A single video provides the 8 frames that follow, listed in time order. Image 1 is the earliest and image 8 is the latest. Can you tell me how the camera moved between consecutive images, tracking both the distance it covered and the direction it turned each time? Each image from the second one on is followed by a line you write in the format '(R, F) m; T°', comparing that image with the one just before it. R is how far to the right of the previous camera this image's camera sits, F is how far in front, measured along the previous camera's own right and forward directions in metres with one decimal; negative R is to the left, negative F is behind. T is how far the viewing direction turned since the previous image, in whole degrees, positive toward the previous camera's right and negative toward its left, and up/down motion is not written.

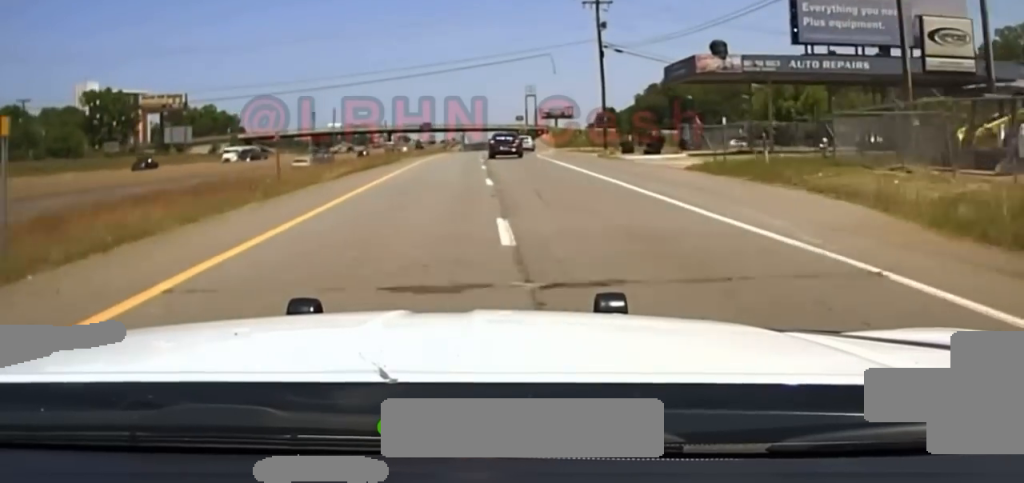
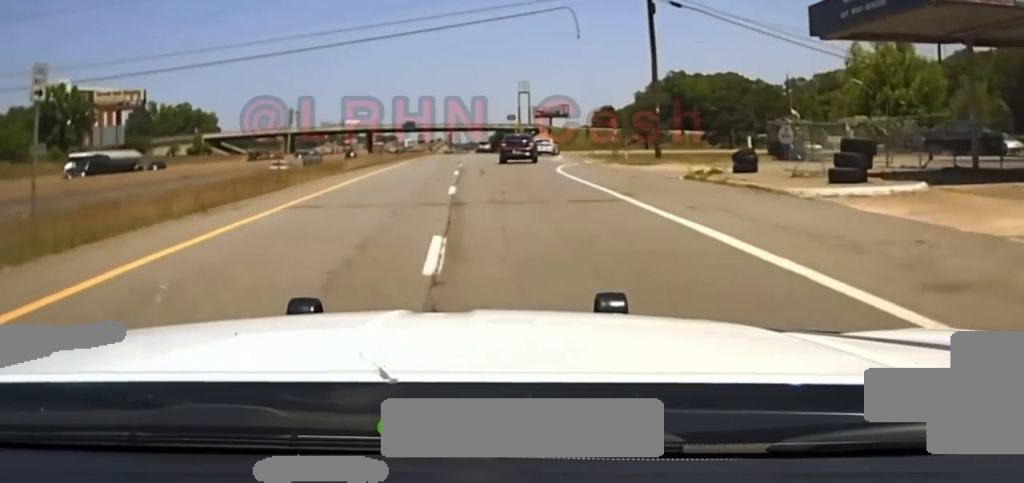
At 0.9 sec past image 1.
(0.0, +27.8) m; 0°
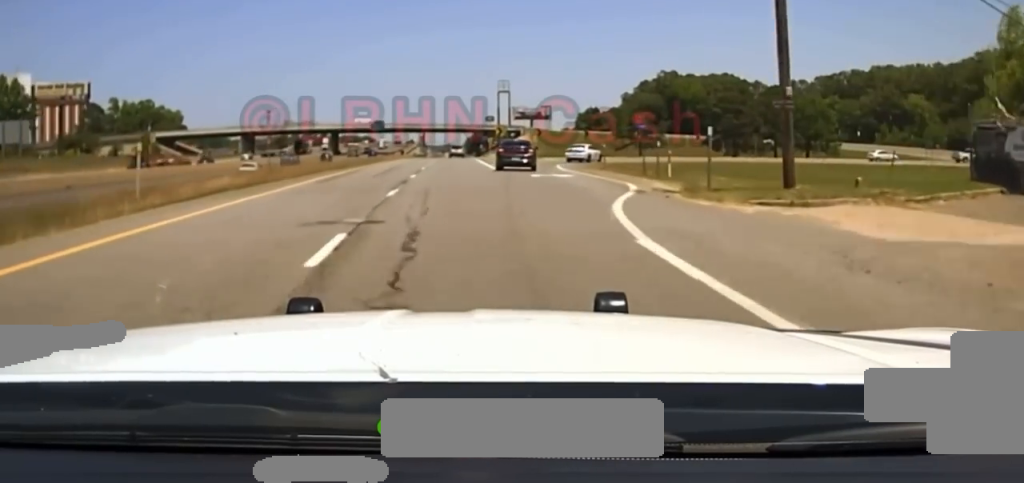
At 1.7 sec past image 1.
(+0.1, +24.5) m; +1°
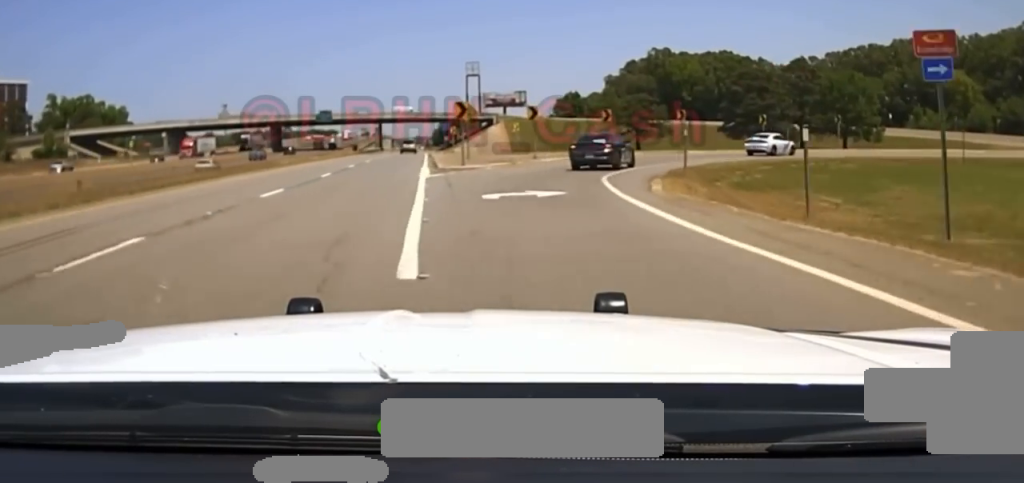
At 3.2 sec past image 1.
(+0.3, +36.3) m; +2°
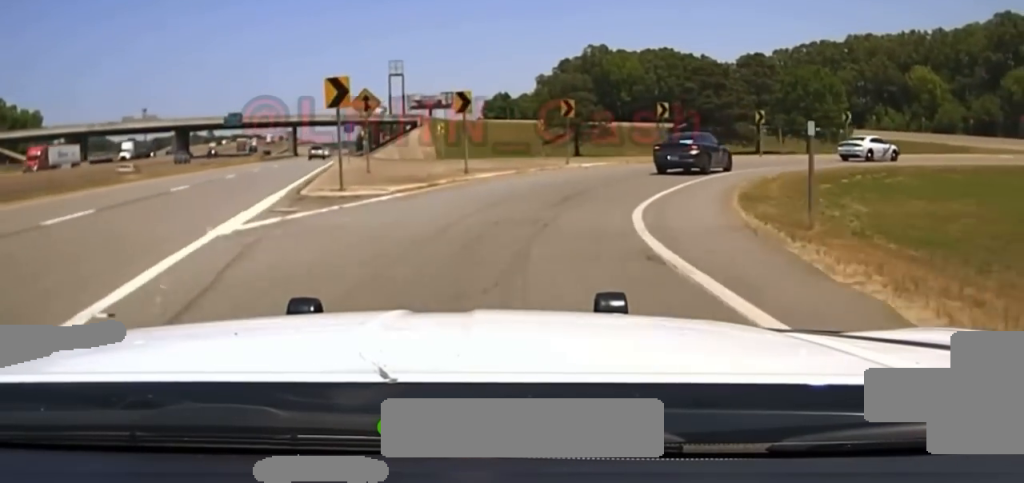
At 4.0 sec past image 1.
(+0.4, +18.2) m; +5°
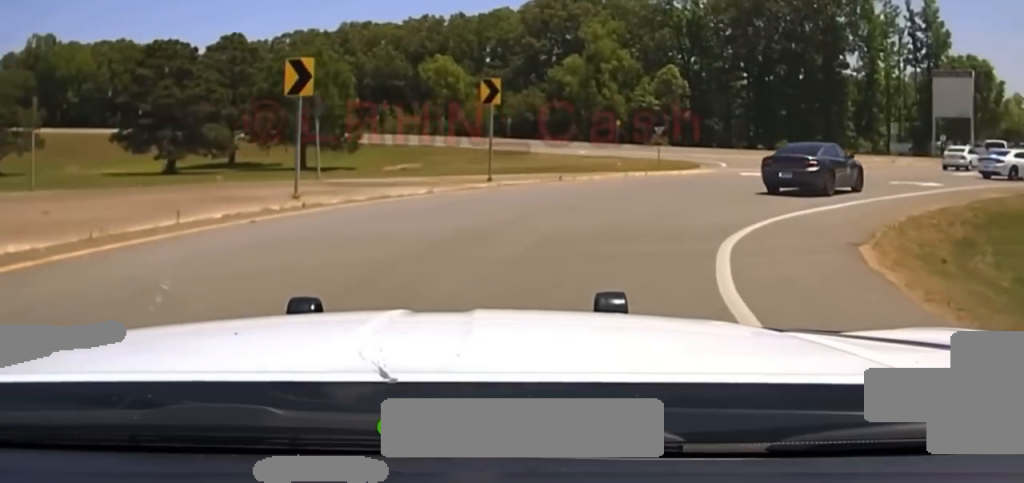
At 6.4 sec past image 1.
(+9.9, +44.2) m; +32°
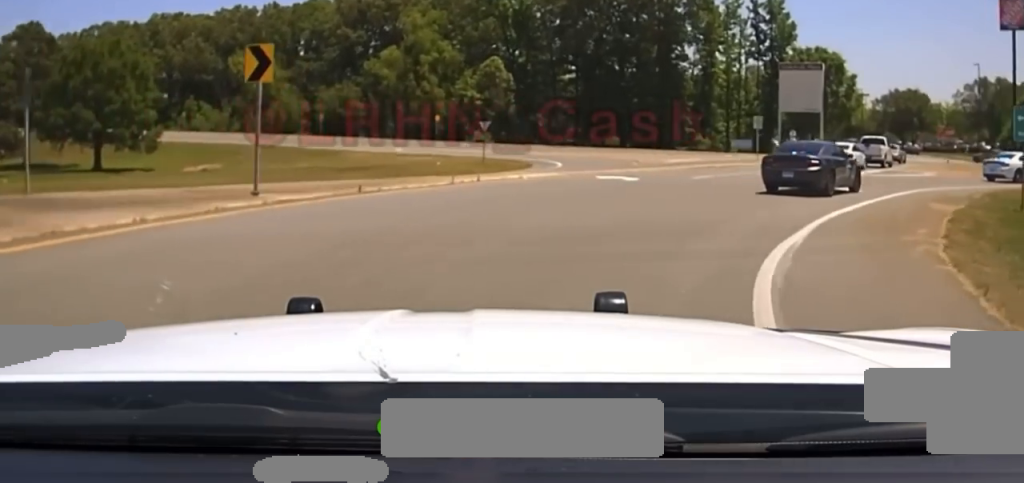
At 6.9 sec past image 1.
(+1.0, +6.9) m; +11°
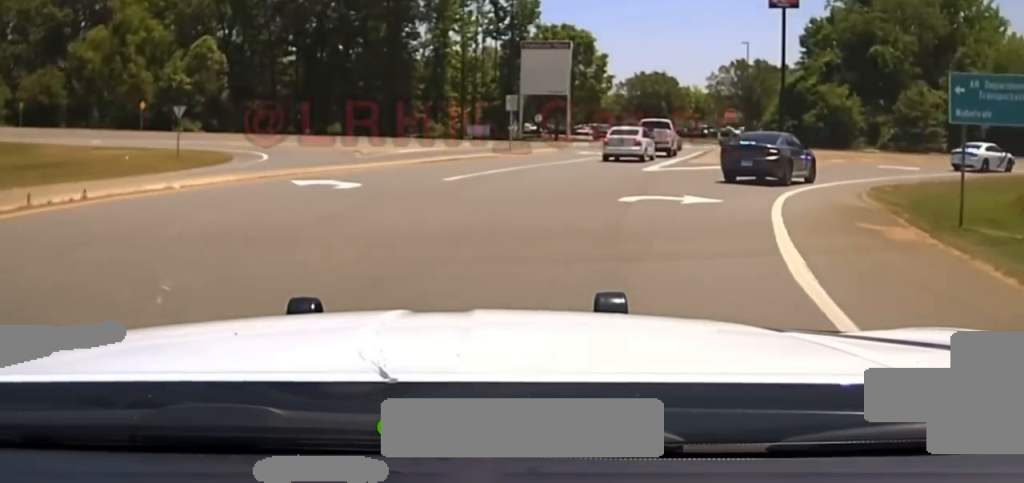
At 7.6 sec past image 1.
(+0.9, +8.7) m; +13°
